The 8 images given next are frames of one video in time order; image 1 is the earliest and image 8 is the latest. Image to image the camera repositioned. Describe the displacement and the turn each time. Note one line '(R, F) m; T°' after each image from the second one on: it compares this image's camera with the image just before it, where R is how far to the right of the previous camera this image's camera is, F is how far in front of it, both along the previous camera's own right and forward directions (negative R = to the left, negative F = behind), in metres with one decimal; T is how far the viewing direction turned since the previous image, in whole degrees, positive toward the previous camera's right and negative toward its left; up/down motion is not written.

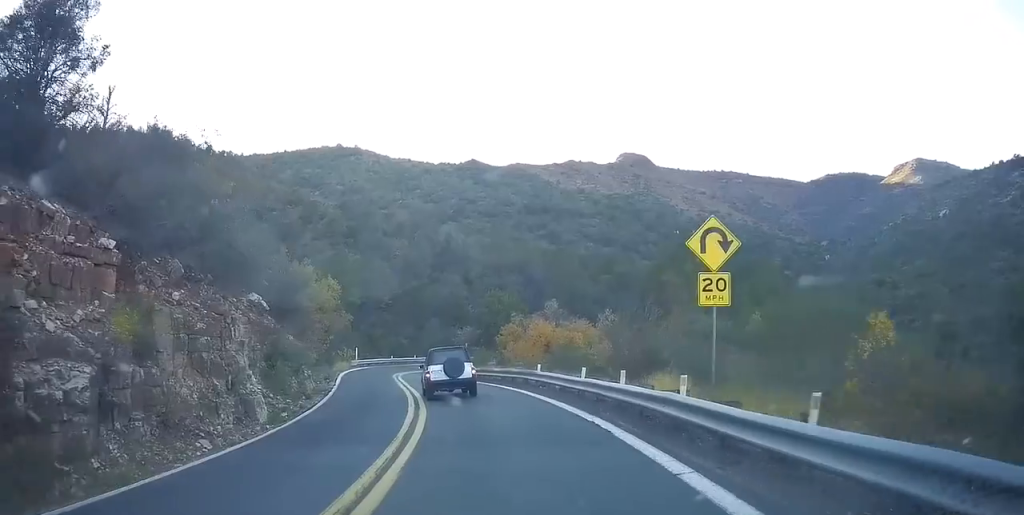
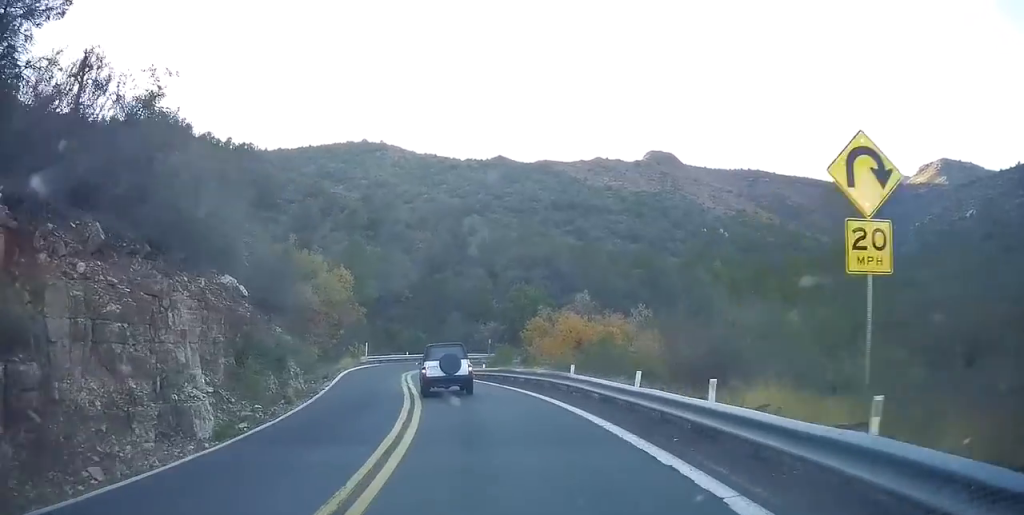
(-0.1, +4.6) m; -2°
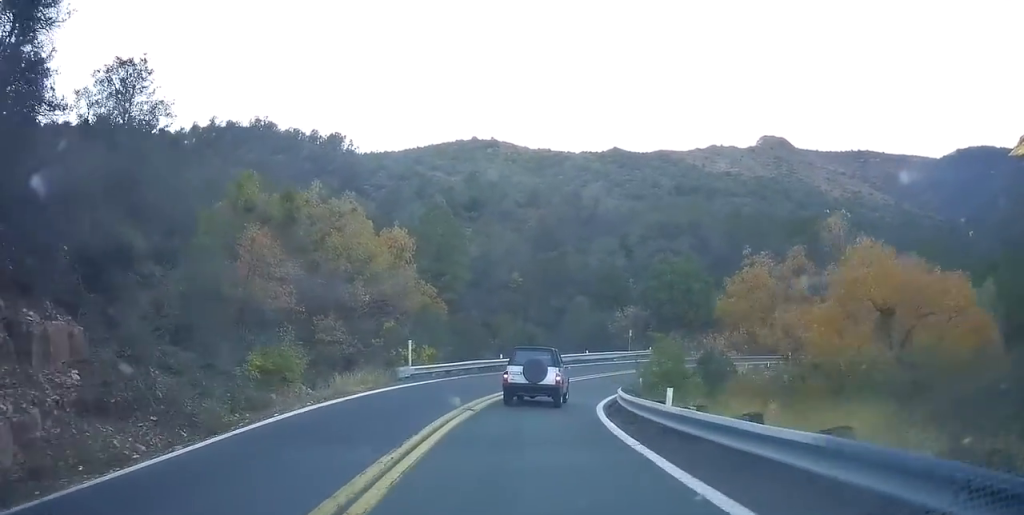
(-1.8, +21.6) m; -6°
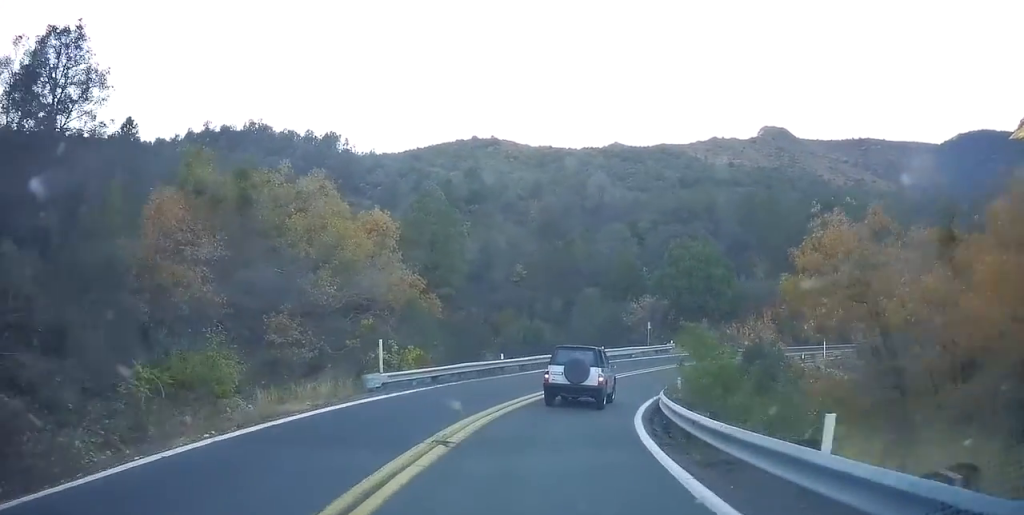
(-0.1, +5.4) m; 0°
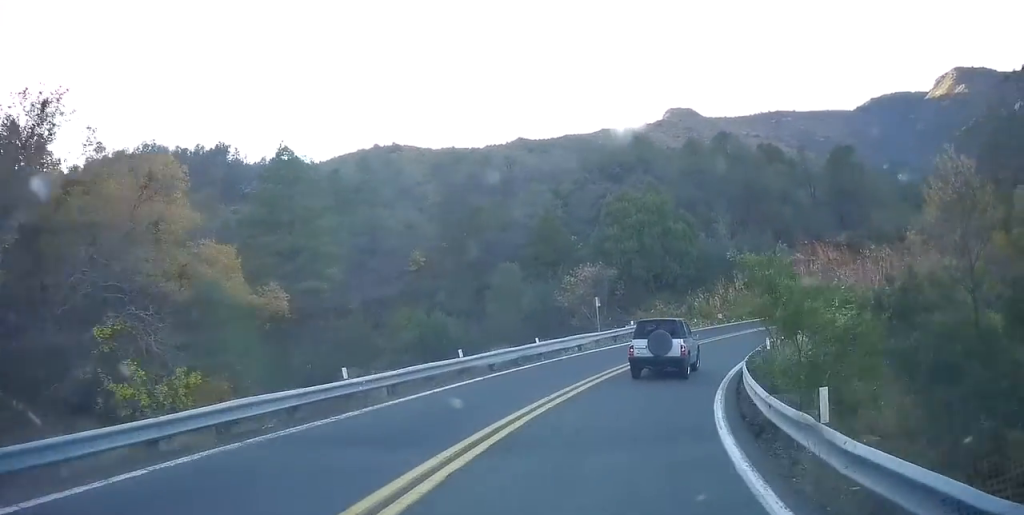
(+0.3, +14.1) m; +6°
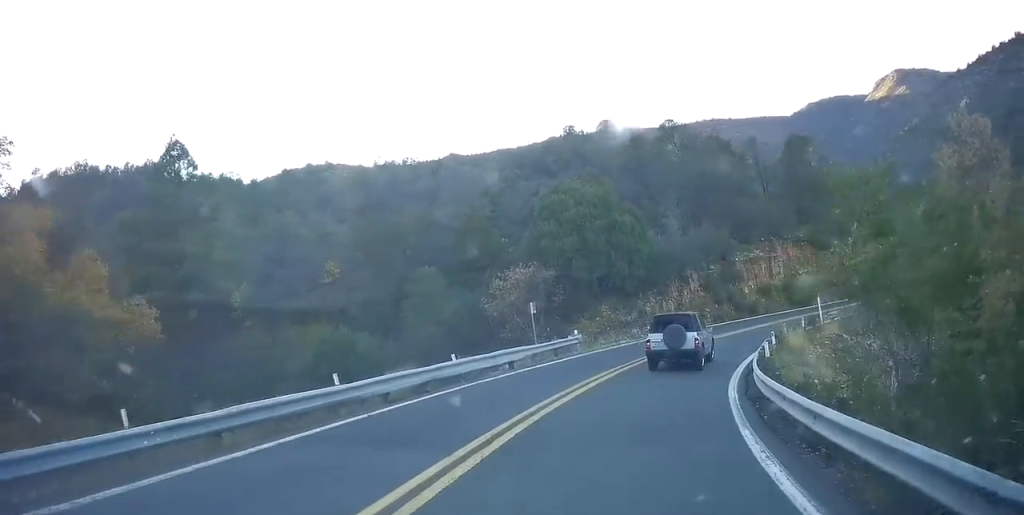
(0.0, +5.9) m; +7°
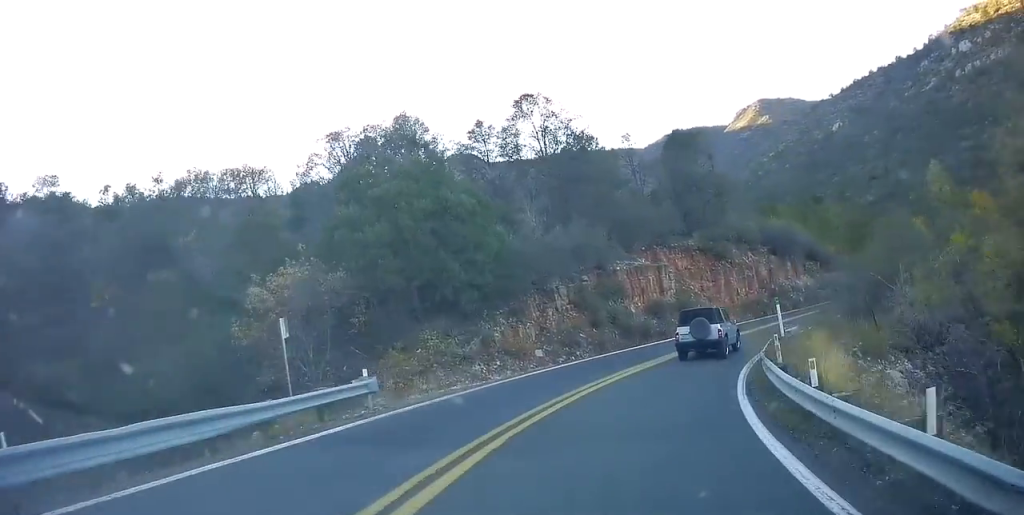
(+2.3, +11.7) m; +20°
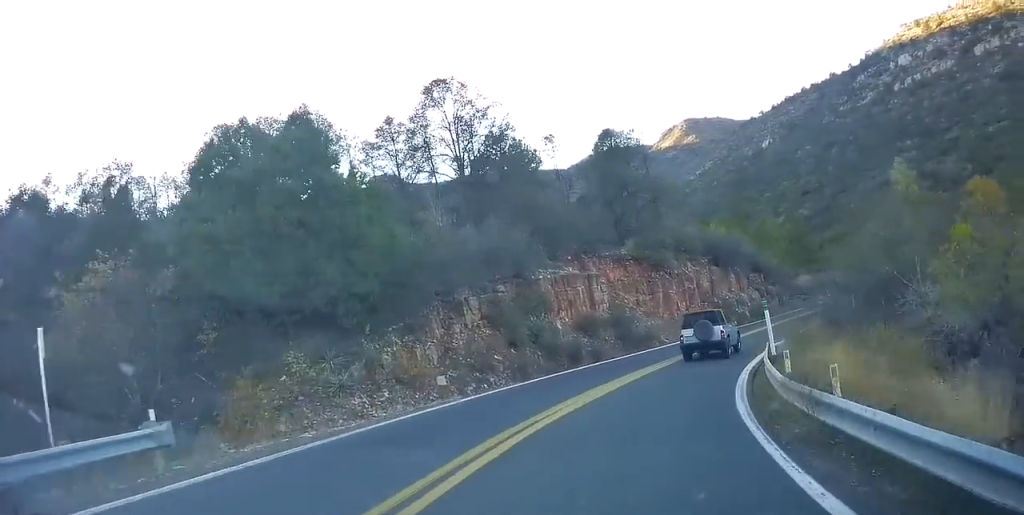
(+0.2, +5.5) m; +9°
